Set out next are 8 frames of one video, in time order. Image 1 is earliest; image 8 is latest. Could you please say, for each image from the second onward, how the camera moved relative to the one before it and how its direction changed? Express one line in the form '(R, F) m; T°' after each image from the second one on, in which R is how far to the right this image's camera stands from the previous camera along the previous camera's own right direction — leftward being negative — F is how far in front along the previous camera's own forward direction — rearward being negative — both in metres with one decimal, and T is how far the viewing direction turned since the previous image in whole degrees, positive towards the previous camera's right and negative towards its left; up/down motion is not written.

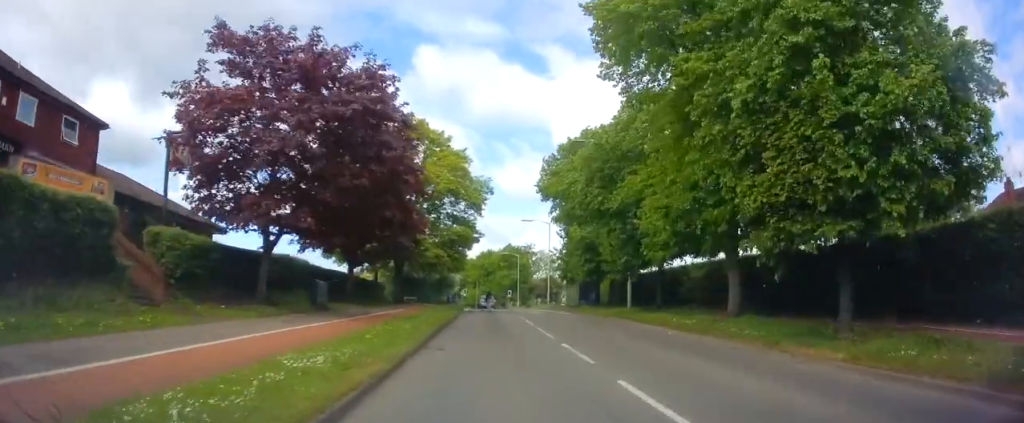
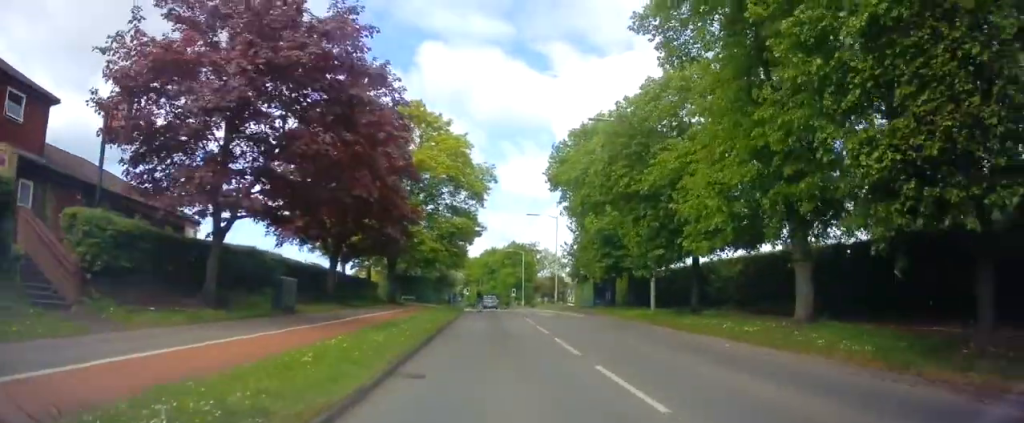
(+0.4, +3.9) m; +1°
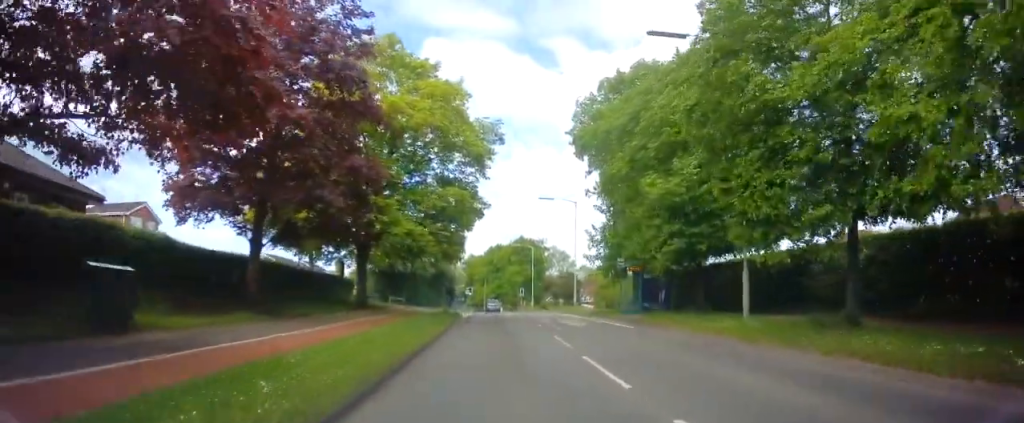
(+0.1, +10.1) m; -1°
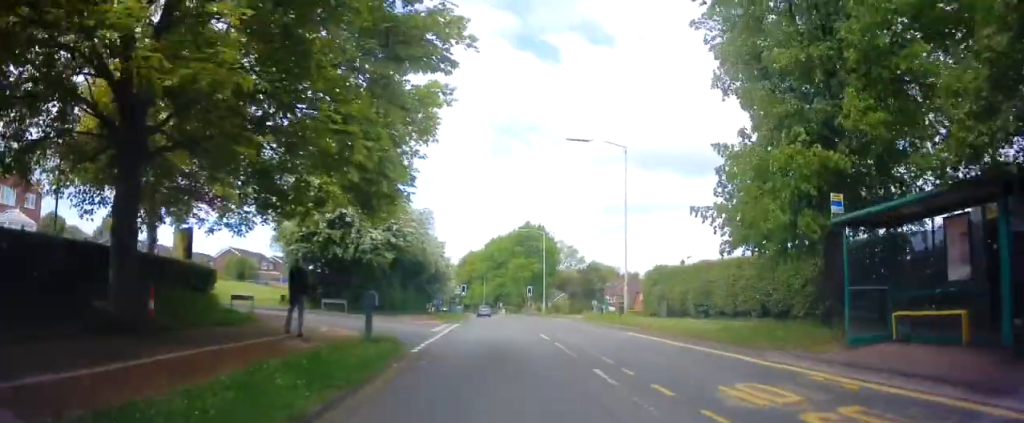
(-0.2, +18.7) m; 0°
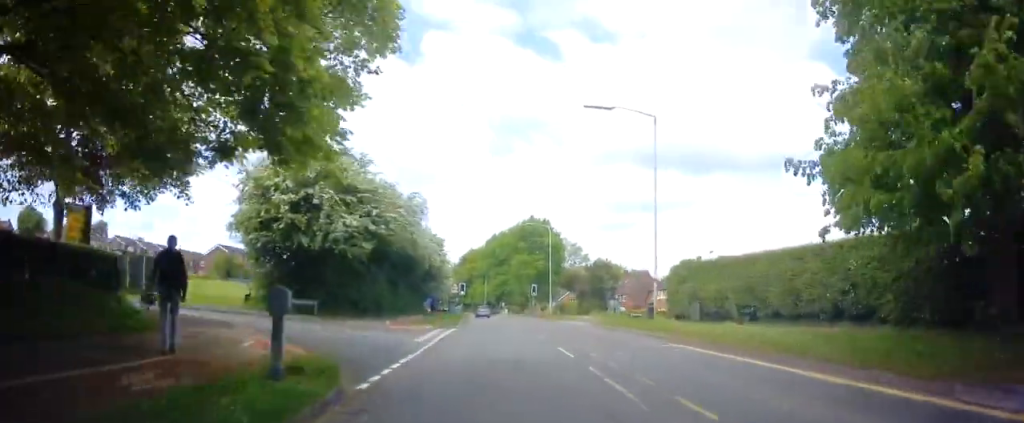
(0.0, +5.3) m; 0°
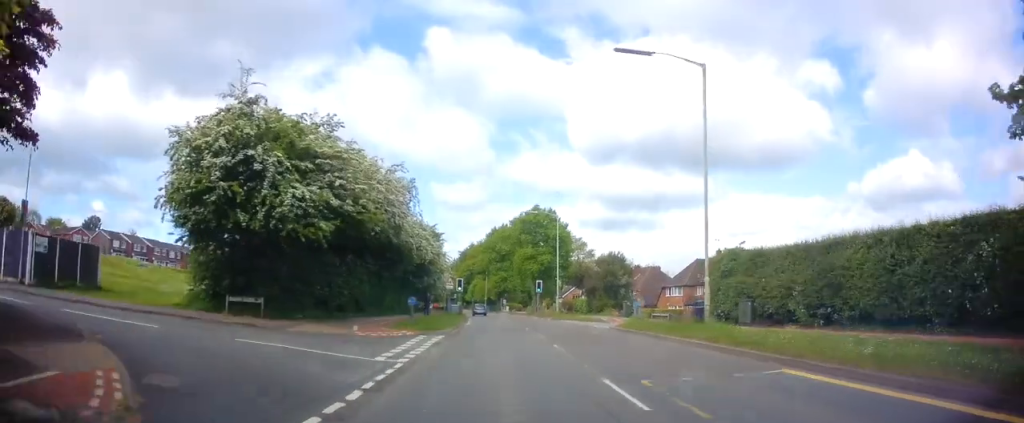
(0.0, +5.7) m; 0°
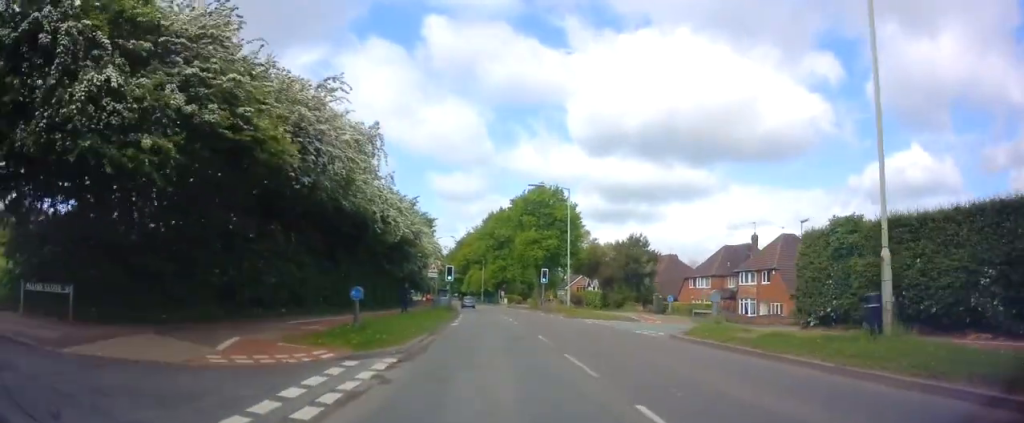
(0.0, +9.5) m; +3°
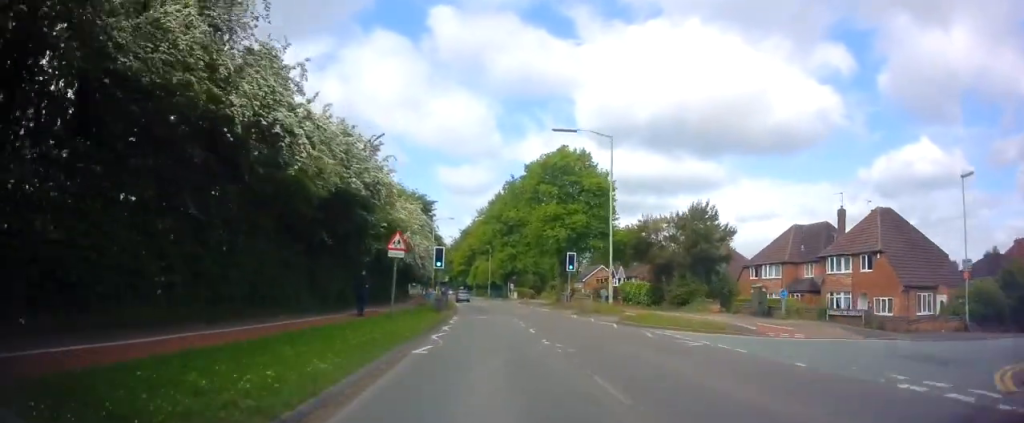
(+0.5, +13.6) m; 0°
